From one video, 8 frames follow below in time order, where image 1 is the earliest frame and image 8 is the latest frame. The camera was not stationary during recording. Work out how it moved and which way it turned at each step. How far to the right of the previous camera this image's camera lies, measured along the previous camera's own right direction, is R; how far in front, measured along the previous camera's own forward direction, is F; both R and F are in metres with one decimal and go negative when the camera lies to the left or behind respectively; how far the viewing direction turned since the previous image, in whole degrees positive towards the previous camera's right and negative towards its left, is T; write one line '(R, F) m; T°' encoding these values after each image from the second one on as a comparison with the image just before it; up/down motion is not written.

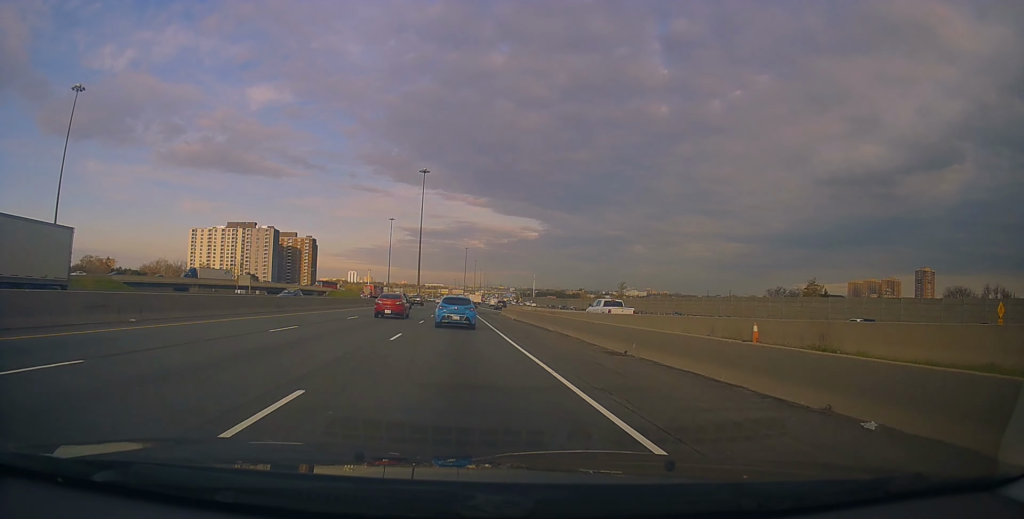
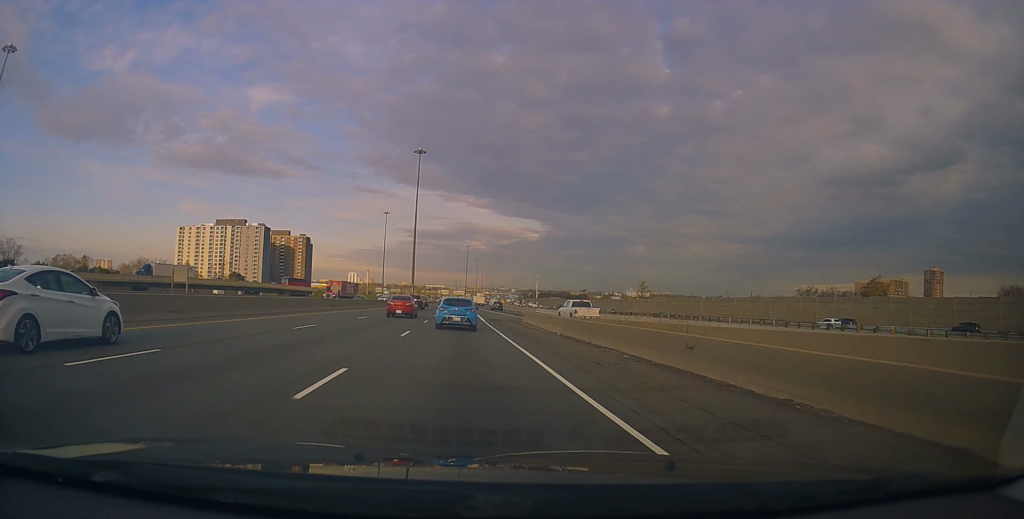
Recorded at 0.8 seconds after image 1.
(-0.2, +22.2) m; 0°
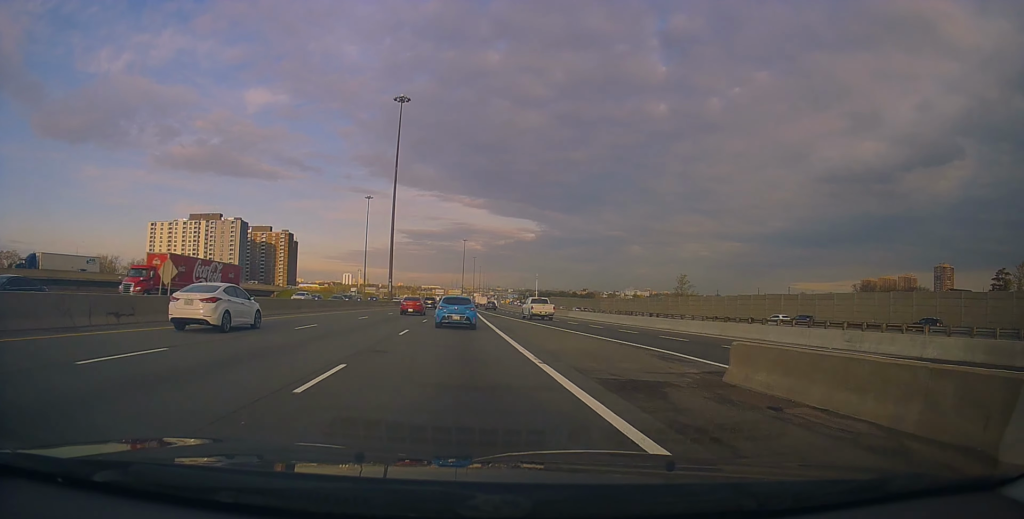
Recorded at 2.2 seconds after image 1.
(+0.4, +36.6) m; +1°
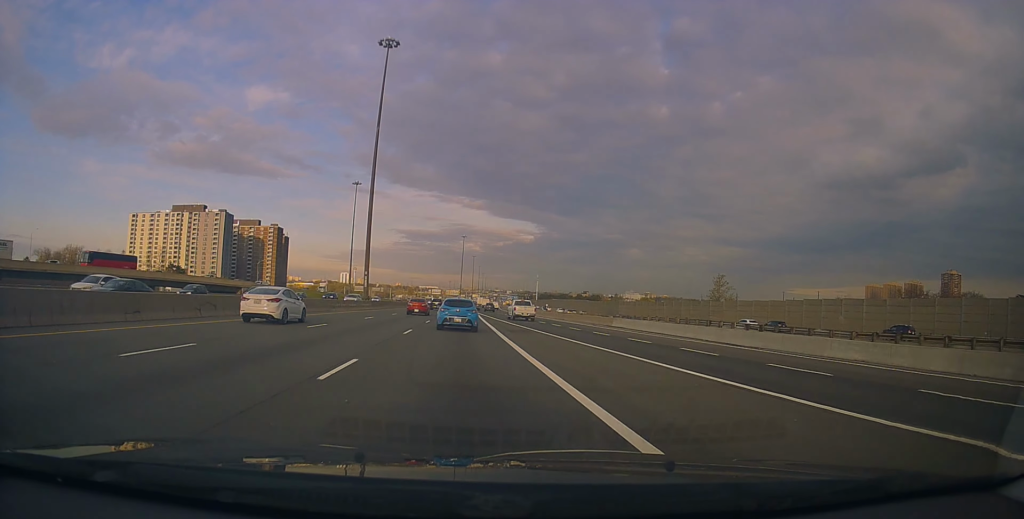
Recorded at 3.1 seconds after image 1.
(+0.1, +23.5) m; 0°
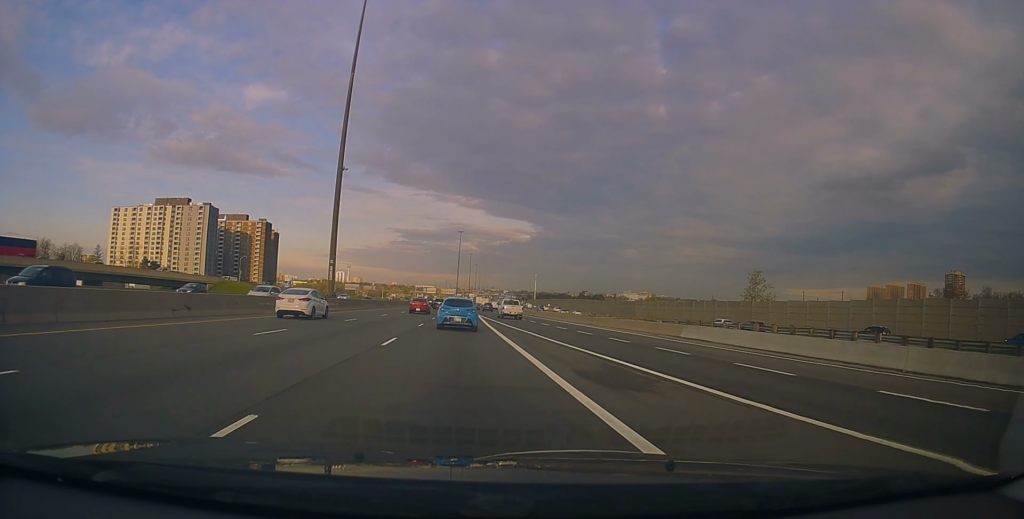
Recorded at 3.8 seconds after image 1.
(0.0, +17.9) m; 0°
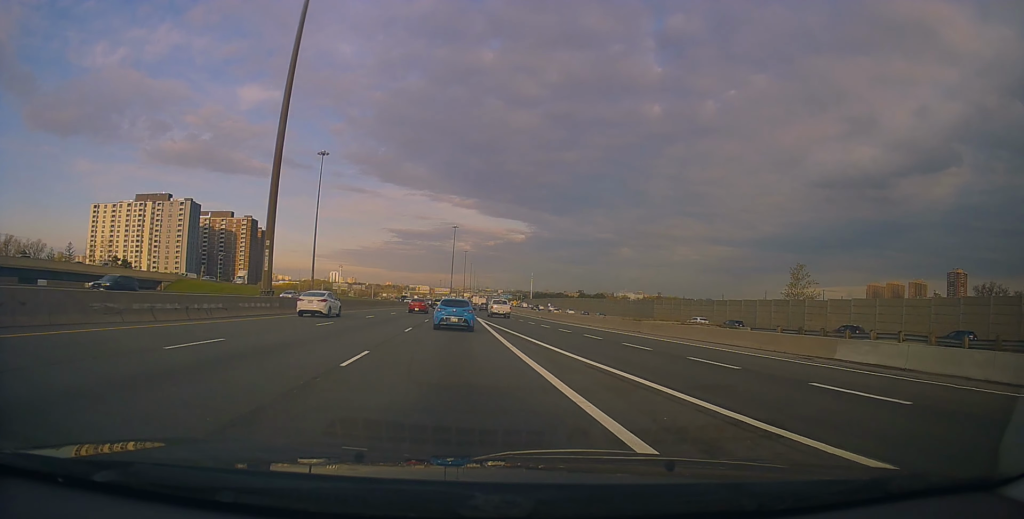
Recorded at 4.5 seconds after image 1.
(0.0, +17.4) m; 0°
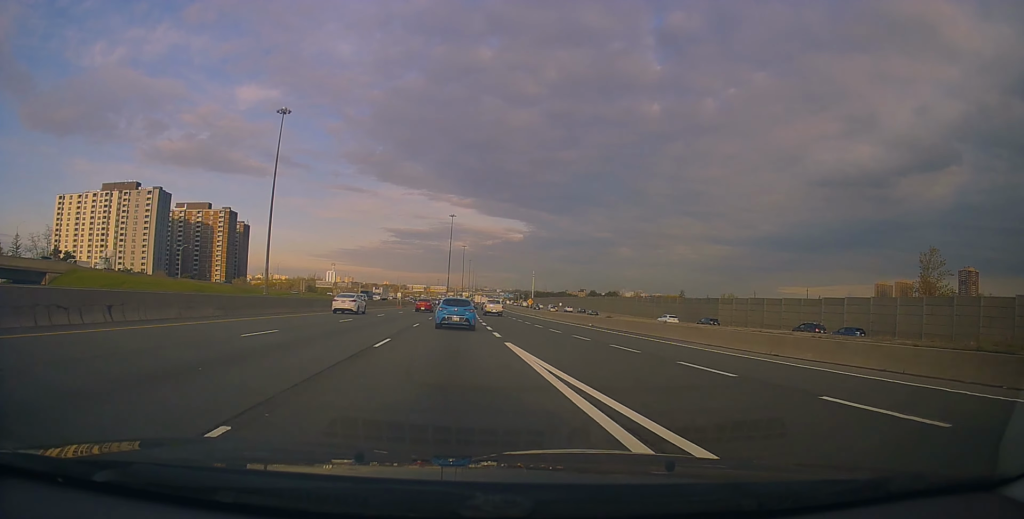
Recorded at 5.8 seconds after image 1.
(+0.1, +32.3) m; +1°
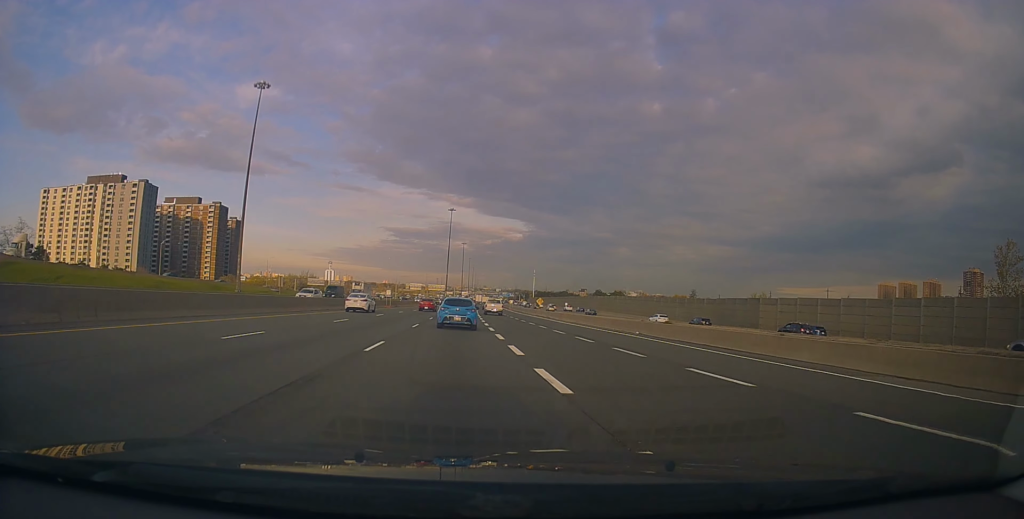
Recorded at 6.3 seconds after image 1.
(0.0, +13.6) m; +1°
